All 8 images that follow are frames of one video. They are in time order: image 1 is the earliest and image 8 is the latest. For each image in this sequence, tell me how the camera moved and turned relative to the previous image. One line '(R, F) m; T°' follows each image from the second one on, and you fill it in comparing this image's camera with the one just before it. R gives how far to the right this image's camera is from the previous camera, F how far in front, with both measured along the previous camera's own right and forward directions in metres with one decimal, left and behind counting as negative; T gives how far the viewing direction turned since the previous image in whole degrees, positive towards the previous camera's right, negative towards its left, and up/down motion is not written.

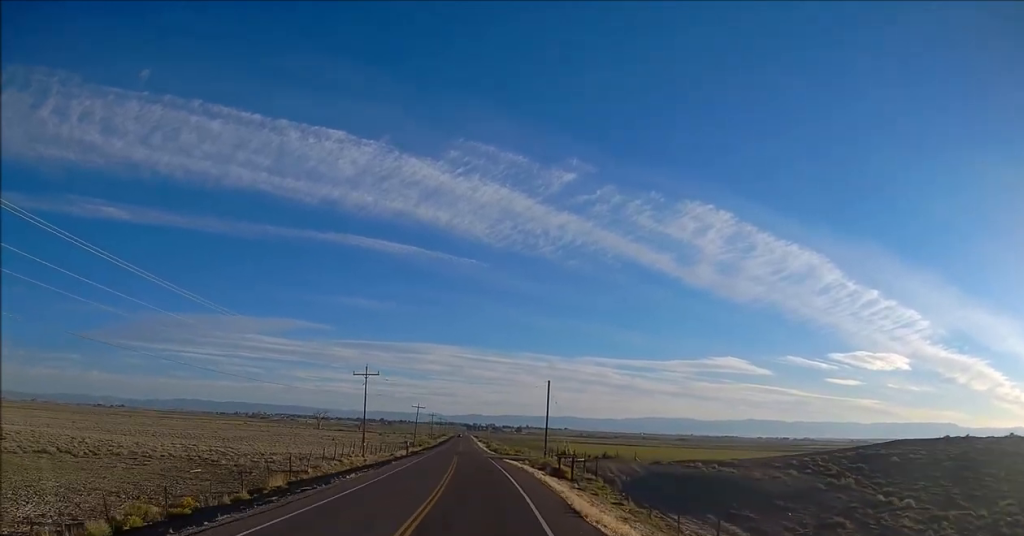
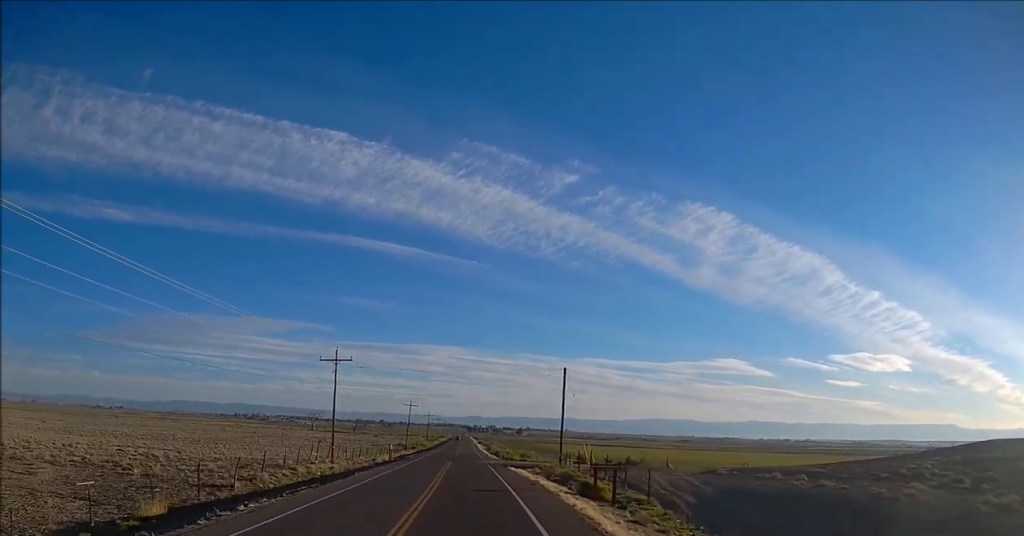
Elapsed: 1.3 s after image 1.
(-0.1, +15.3) m; 0°
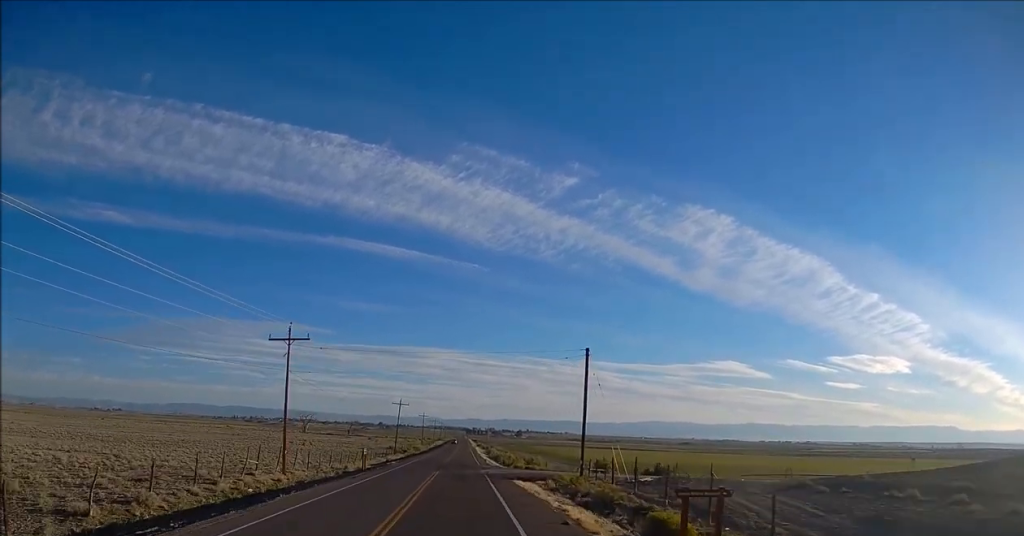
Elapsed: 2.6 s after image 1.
(+0.2, +13.6) m; -1°
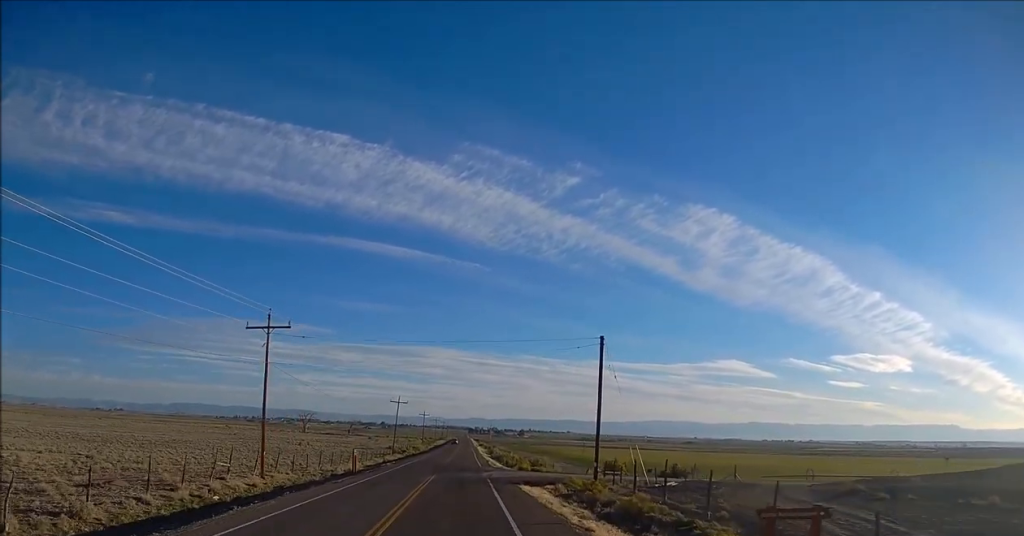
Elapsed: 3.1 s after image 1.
(0.0, +4.7) m; -1°
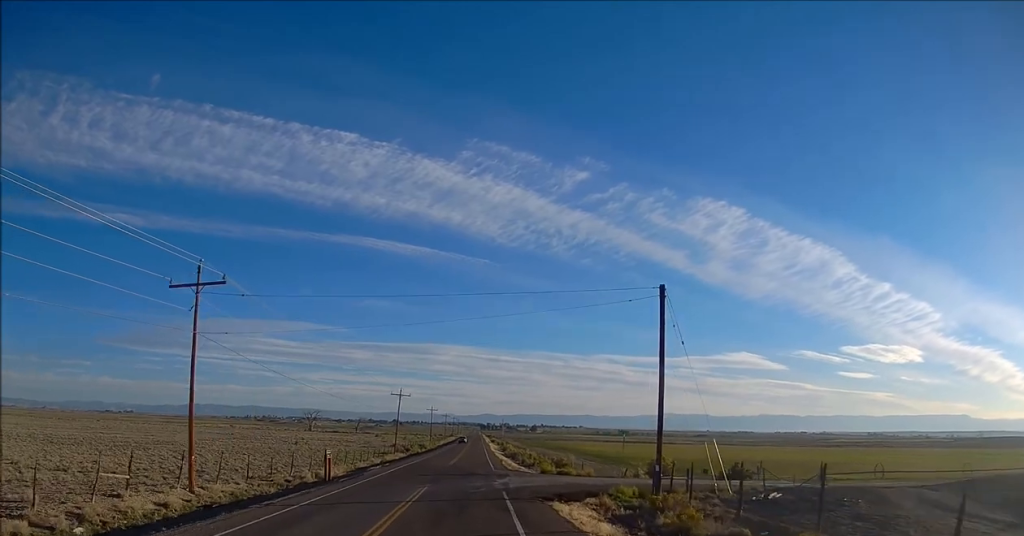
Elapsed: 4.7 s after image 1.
(-0.7, +11.3) m; -5°
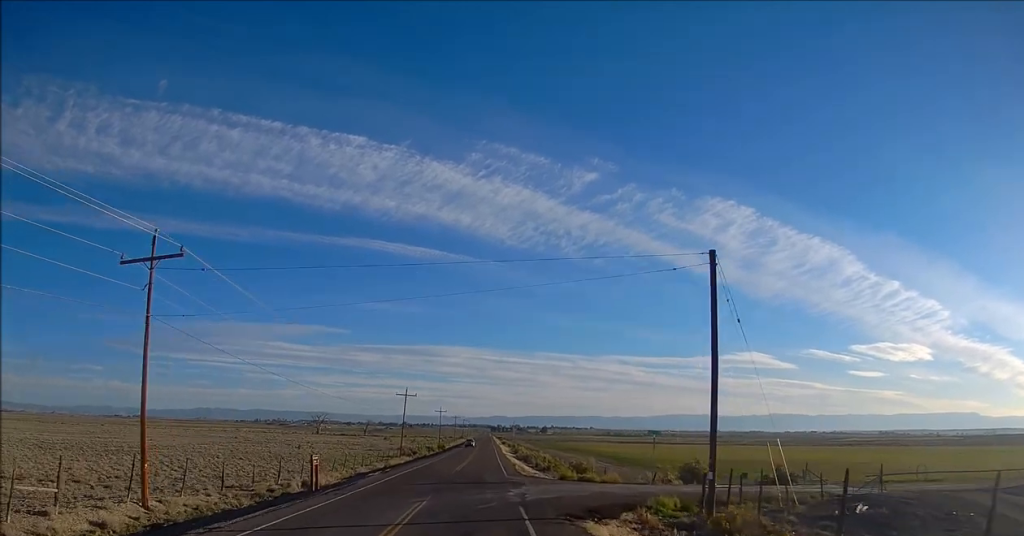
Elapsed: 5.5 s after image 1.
(0.0, +5.3) m; -2°
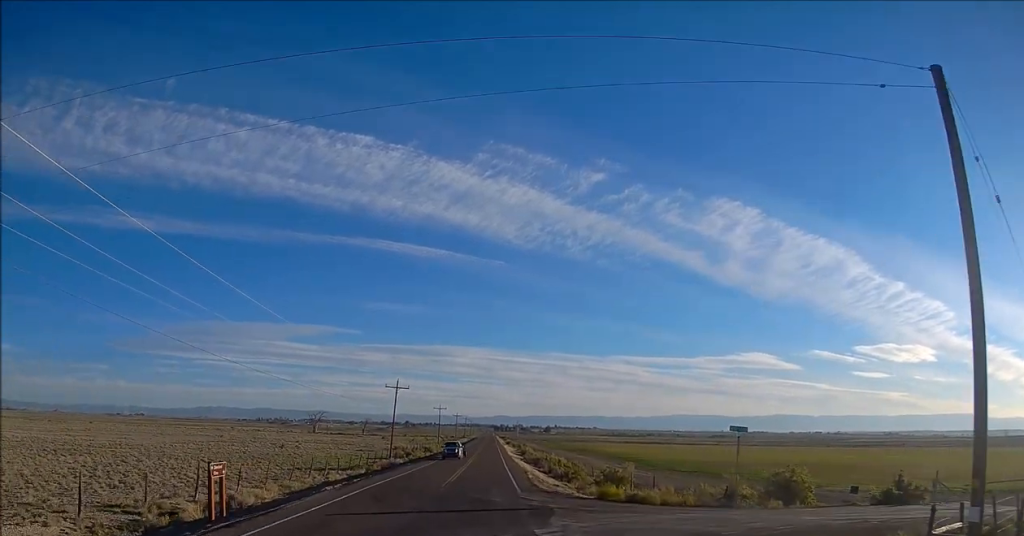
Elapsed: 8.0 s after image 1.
(+0.1, +9.6) m; +5°
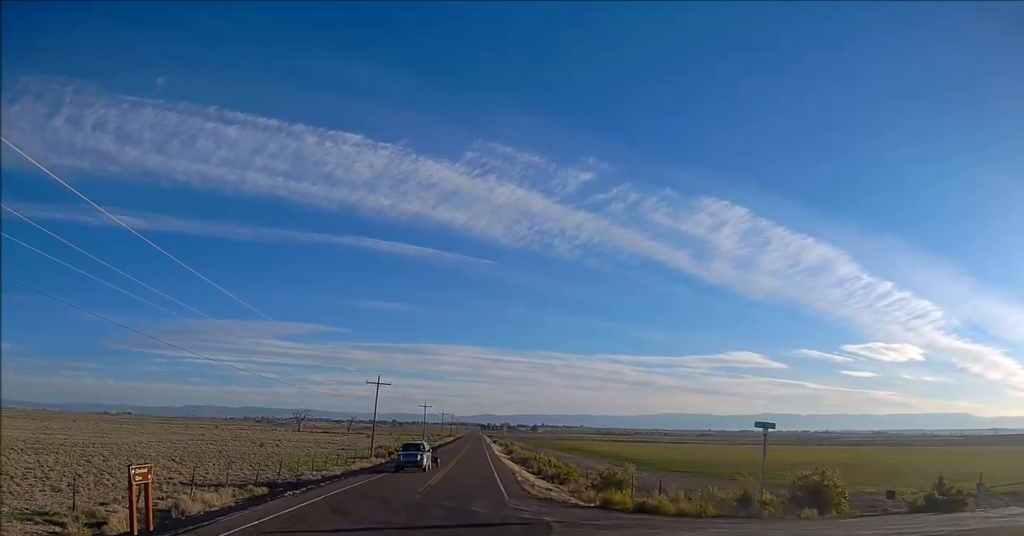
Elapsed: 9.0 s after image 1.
(-0.1, +4.2) m; +5°
